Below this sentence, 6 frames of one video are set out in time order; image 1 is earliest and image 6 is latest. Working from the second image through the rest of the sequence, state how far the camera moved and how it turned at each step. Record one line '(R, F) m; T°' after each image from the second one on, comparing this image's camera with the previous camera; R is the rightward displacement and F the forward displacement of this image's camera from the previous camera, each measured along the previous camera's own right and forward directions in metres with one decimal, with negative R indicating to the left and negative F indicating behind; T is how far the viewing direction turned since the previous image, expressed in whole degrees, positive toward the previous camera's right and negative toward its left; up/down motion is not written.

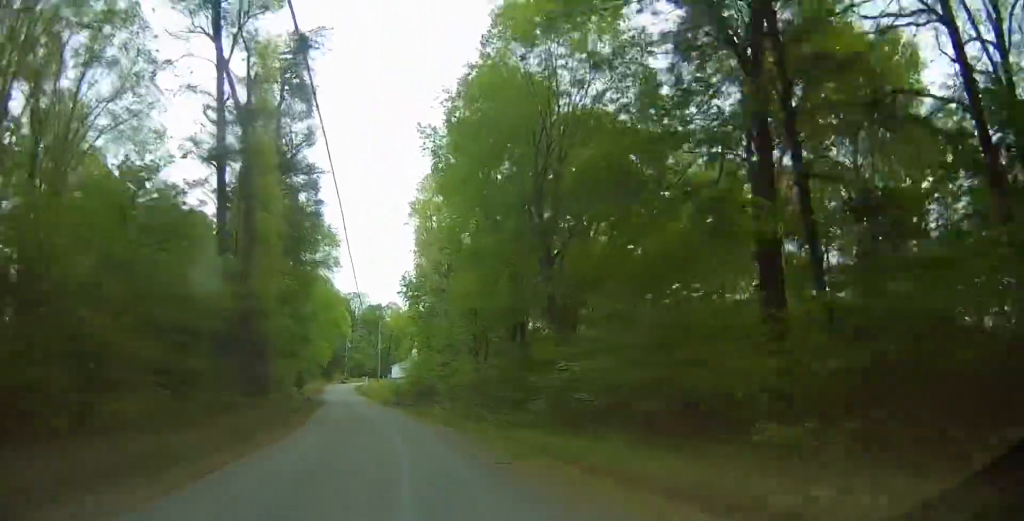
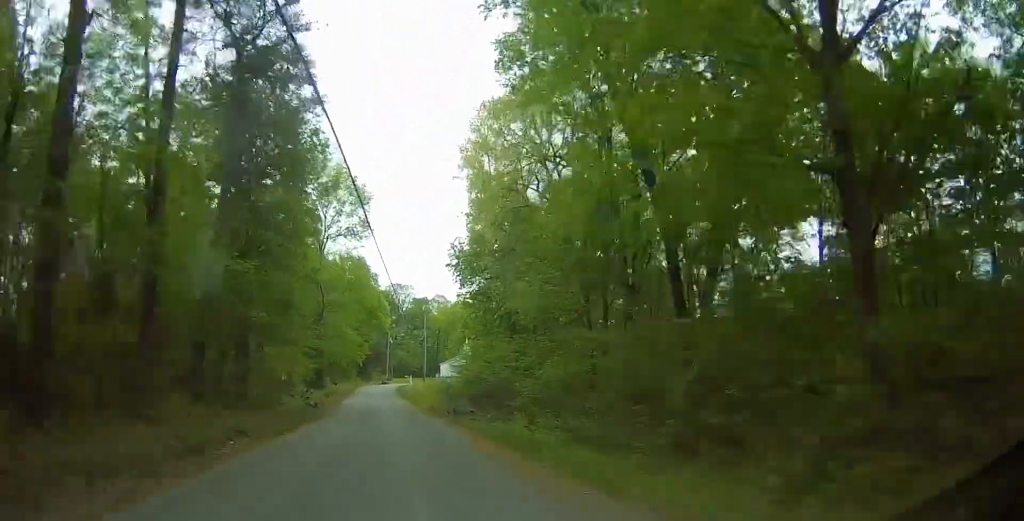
(-1.2, +18.0) m; -5°
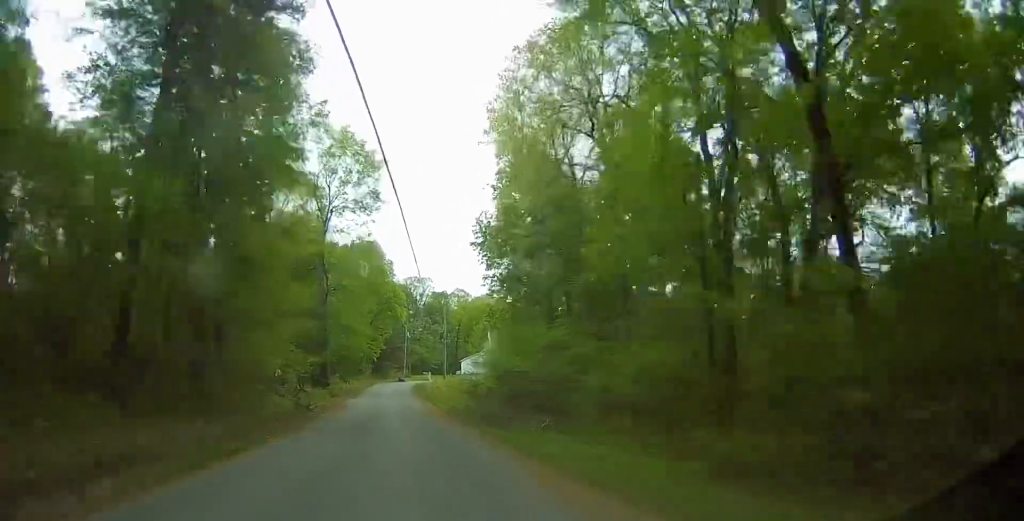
(0.0, +8.6) m; 0°
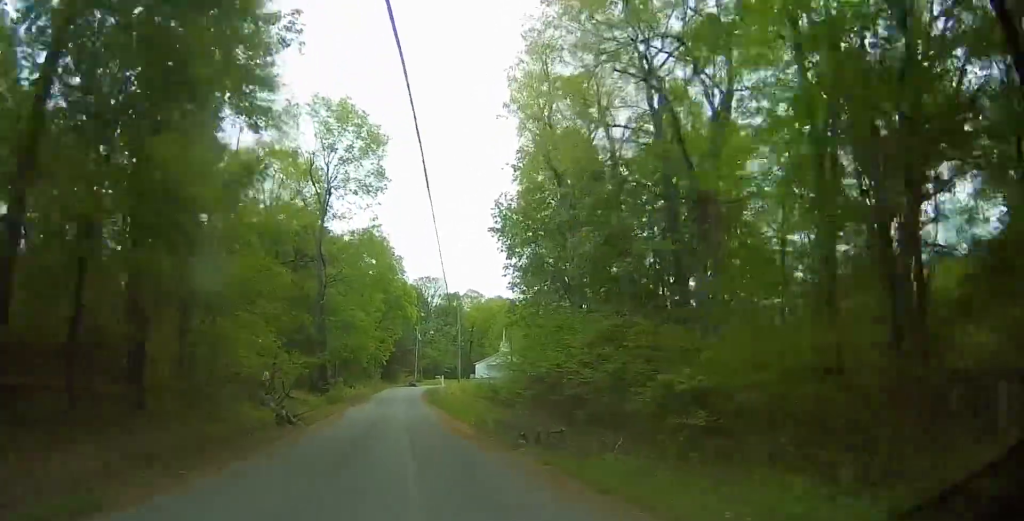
(0.0, +6.5) m; 0°
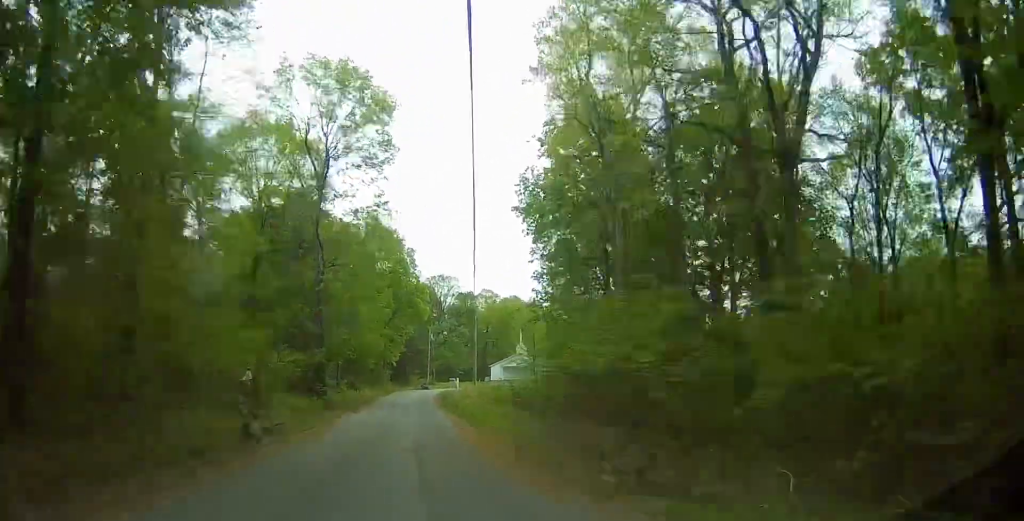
(0.0, +6.4) m; -1°
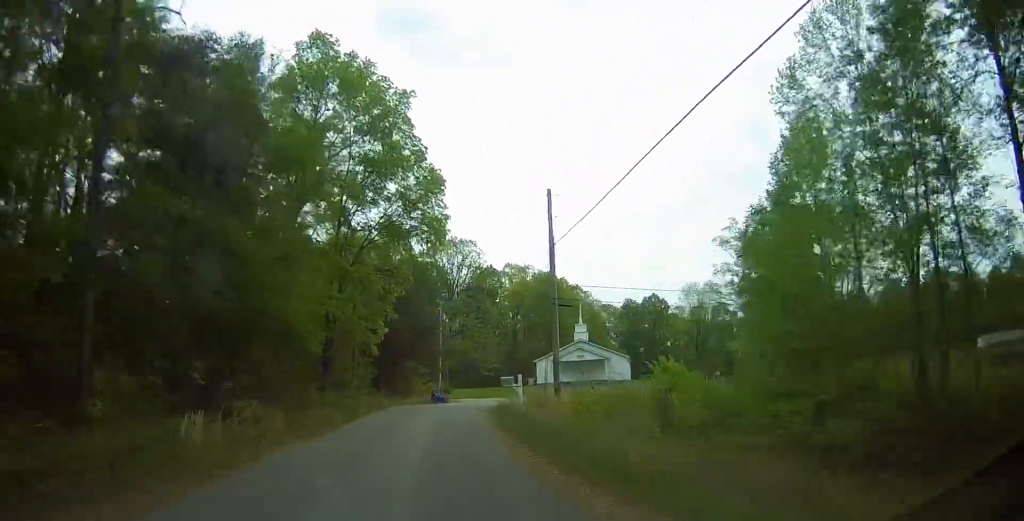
(-2.3, +44.2) m; -3°
